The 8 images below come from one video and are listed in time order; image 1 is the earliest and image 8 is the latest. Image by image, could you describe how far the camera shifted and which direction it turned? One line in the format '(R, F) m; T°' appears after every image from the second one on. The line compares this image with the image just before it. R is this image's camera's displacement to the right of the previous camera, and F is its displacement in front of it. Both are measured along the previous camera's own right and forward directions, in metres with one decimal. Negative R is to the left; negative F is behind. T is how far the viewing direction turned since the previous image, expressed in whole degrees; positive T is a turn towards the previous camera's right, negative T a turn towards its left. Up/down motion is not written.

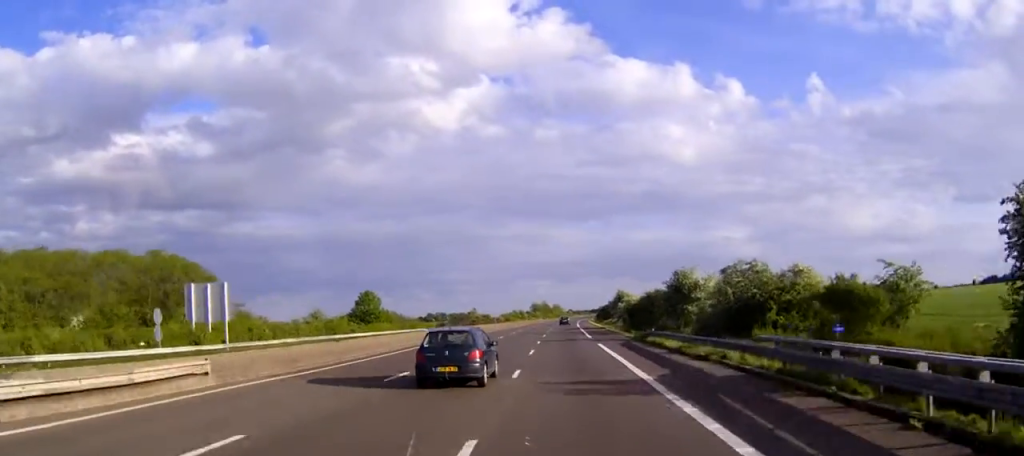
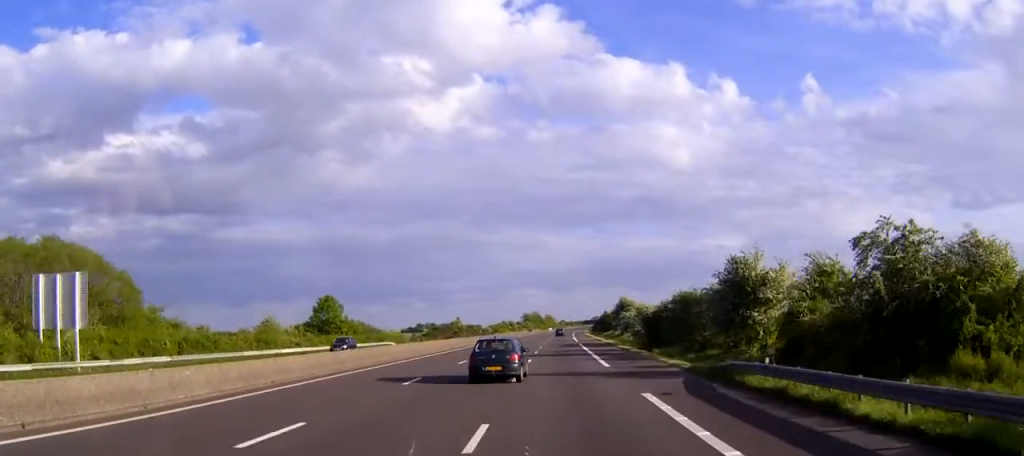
(+0.1, +23.1) m; 0°
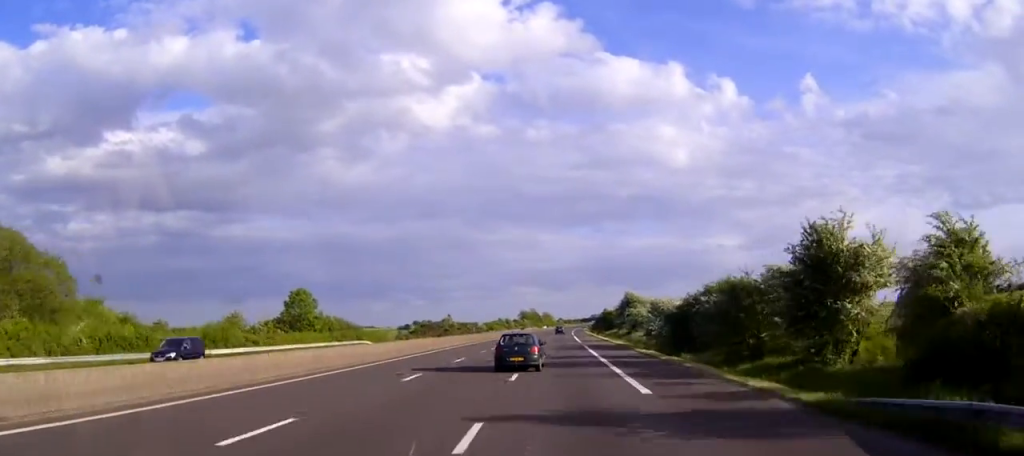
(0.0, +13.9) m; 0°
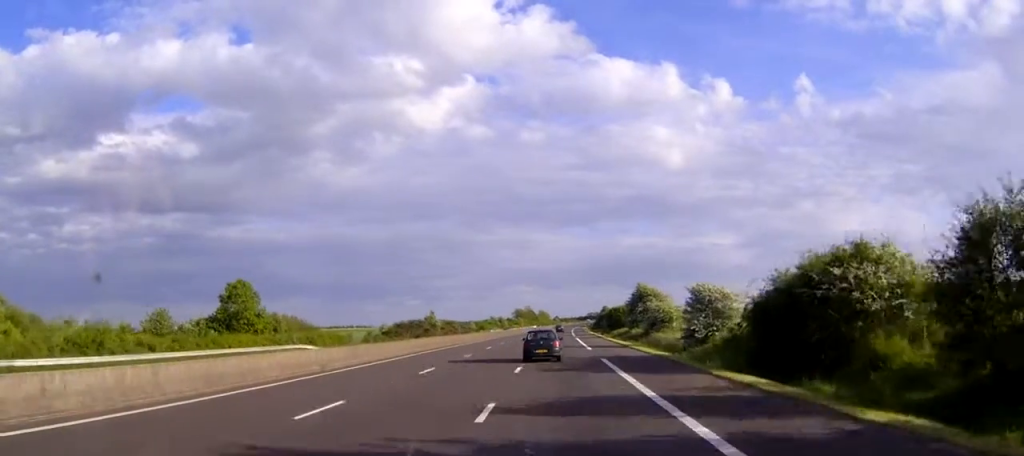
(+0.1, +23.3) m; 0°
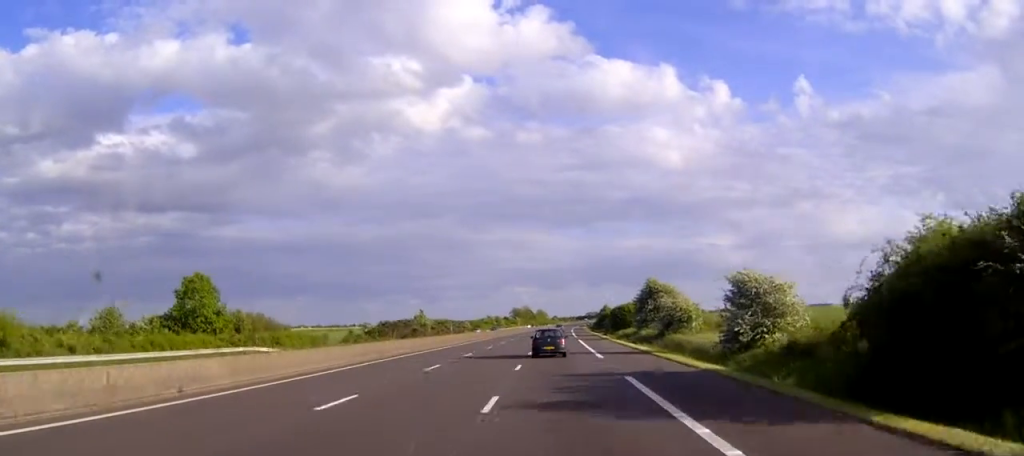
(0.0, +12.1) m; 0°
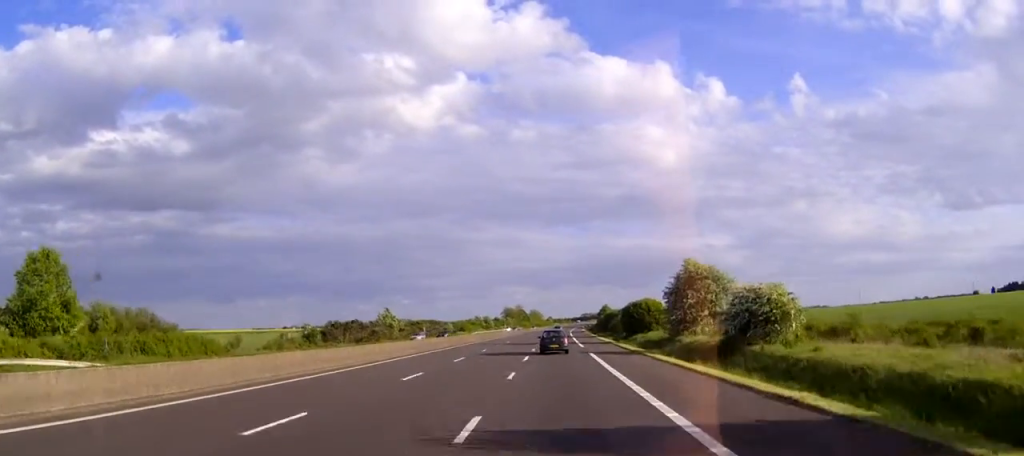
(+0.1, +29.9) m; 0°
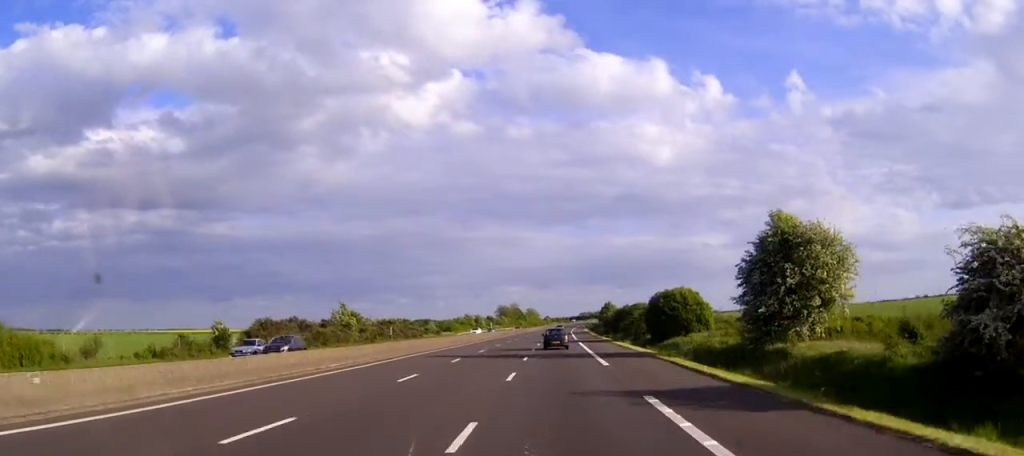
(+0.1, +27.0) m; 0°
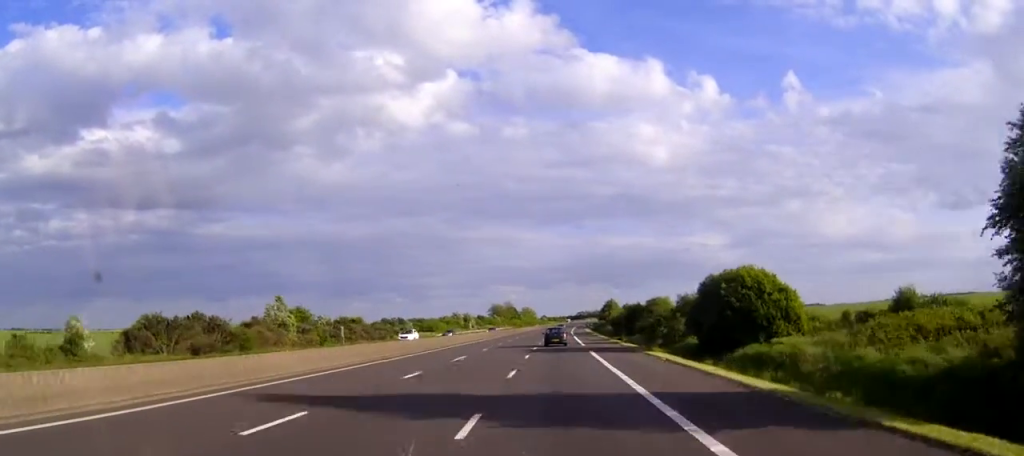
(+0.1, +25.4) m; 0°
